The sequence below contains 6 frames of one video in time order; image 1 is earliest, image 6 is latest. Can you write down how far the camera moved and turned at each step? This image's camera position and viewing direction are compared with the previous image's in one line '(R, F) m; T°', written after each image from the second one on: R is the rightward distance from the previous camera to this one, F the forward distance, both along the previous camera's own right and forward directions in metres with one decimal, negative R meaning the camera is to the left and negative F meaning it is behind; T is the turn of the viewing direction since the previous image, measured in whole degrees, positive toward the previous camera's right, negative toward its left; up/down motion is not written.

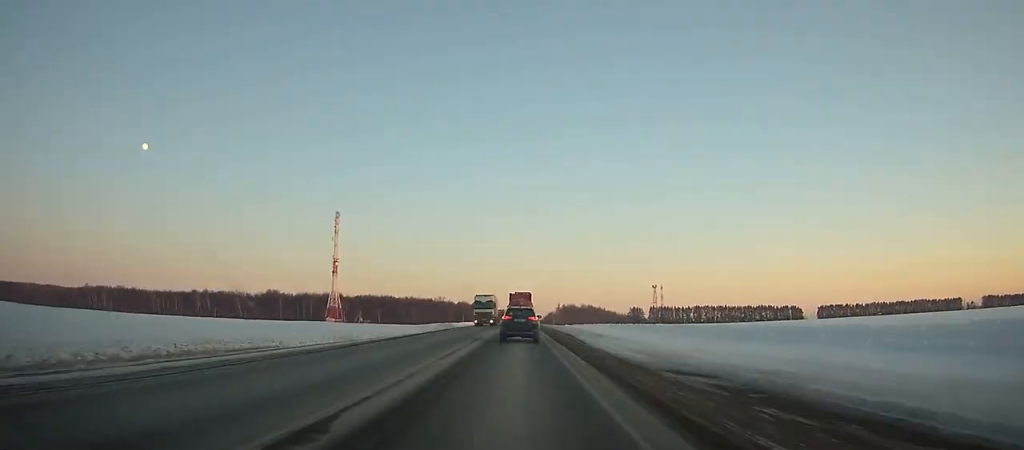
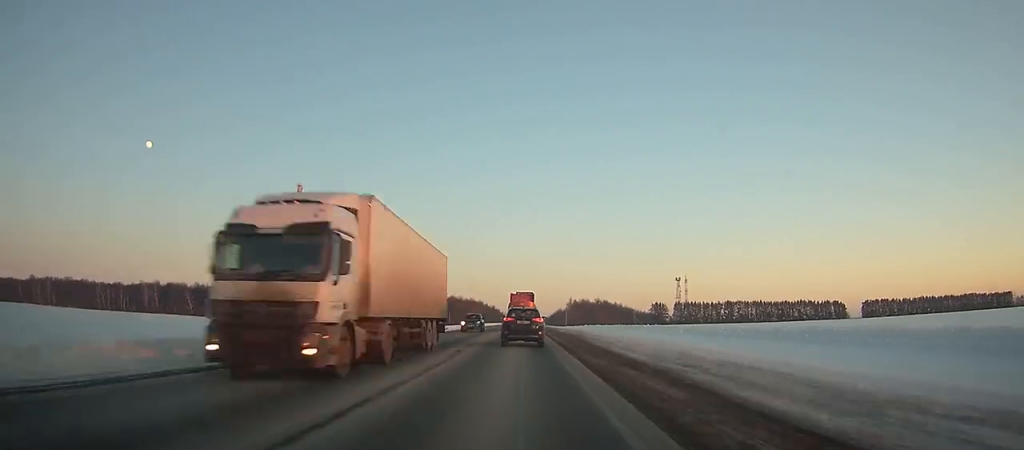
(0.0, +78.2) m; 0°
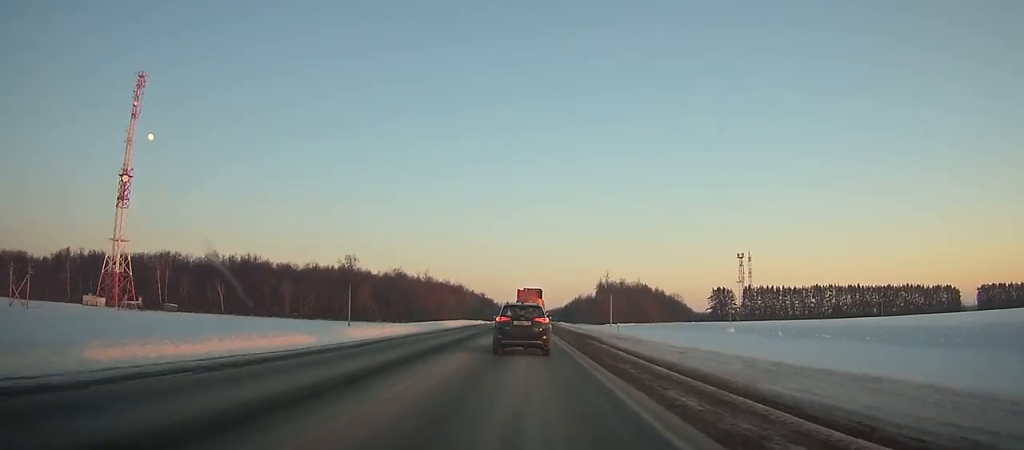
(+0.1, +155.1) m; 0°
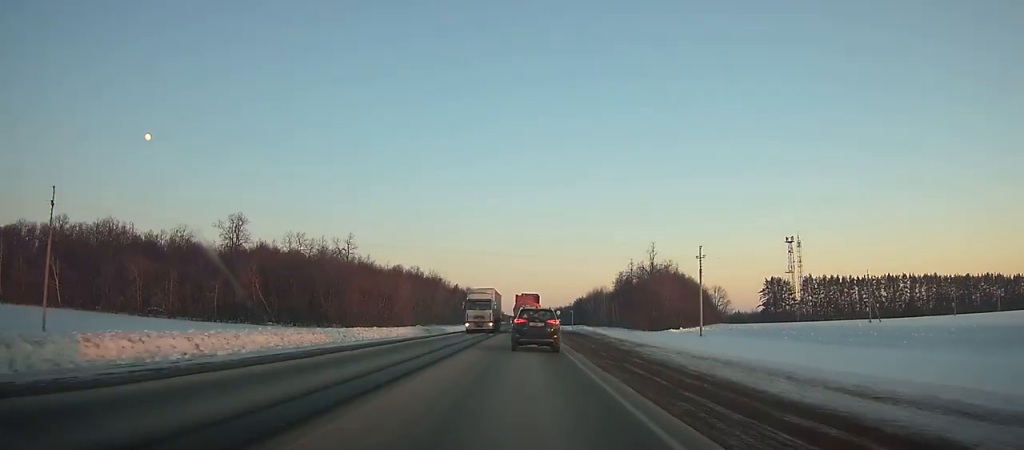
(-0.1, +80.9) m; 0°
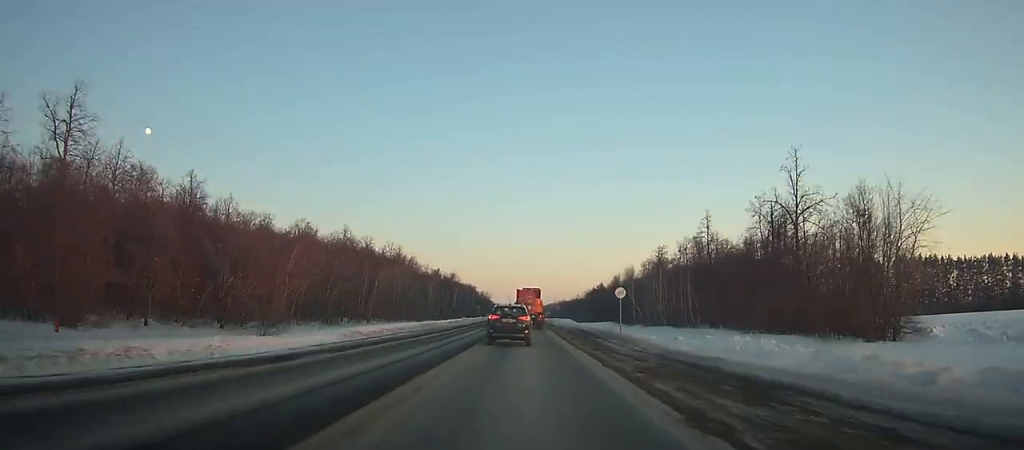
(+0.1, +69.9) m; 0°
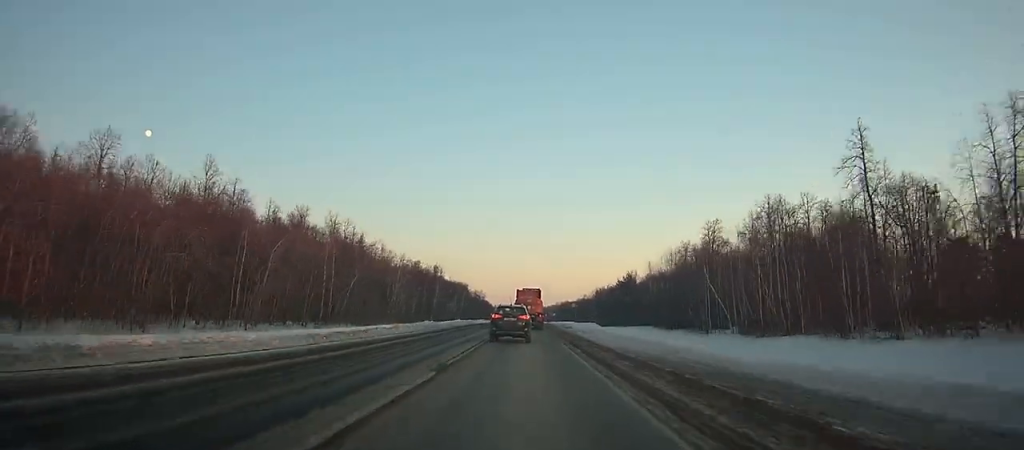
(+0.2, +48.1) m; 0°
